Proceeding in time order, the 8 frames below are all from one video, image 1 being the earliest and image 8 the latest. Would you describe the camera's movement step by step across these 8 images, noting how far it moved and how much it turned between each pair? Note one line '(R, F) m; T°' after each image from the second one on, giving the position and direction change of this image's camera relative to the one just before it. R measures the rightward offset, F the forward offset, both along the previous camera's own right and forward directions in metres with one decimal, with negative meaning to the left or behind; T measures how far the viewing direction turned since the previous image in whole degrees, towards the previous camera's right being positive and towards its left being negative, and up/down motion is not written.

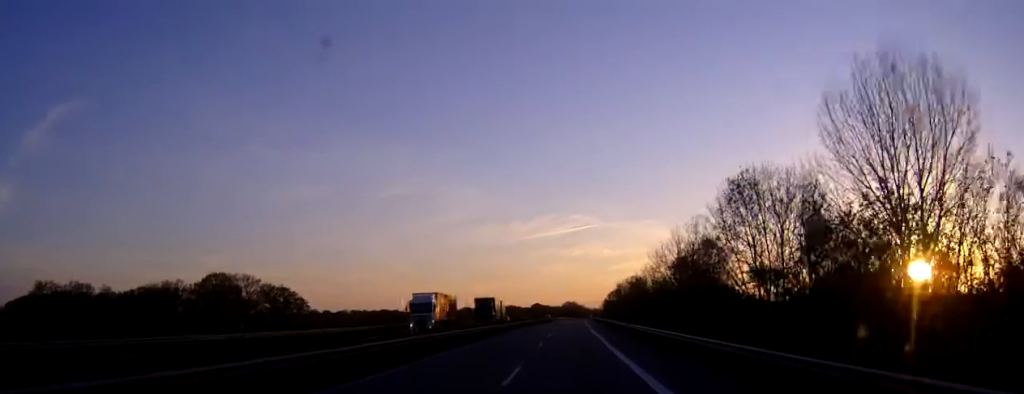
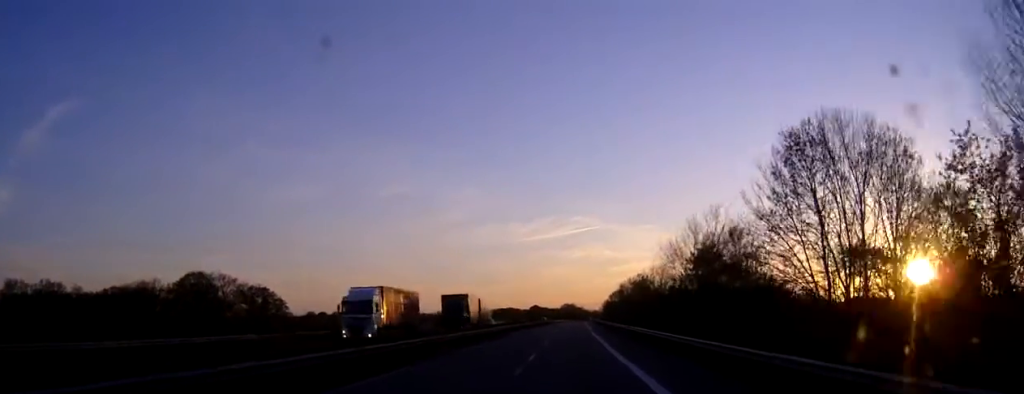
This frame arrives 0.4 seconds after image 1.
(0.0, +12.1) m; 0°
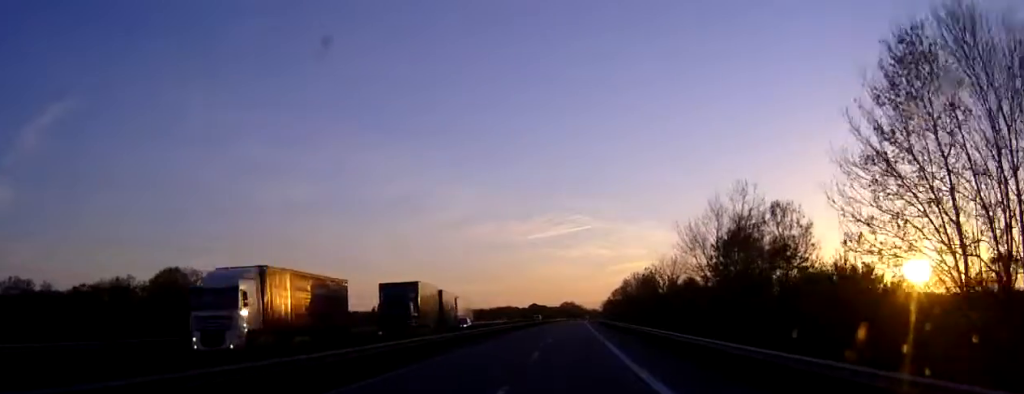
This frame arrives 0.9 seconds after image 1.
(0.0, +12.1) m; 0°
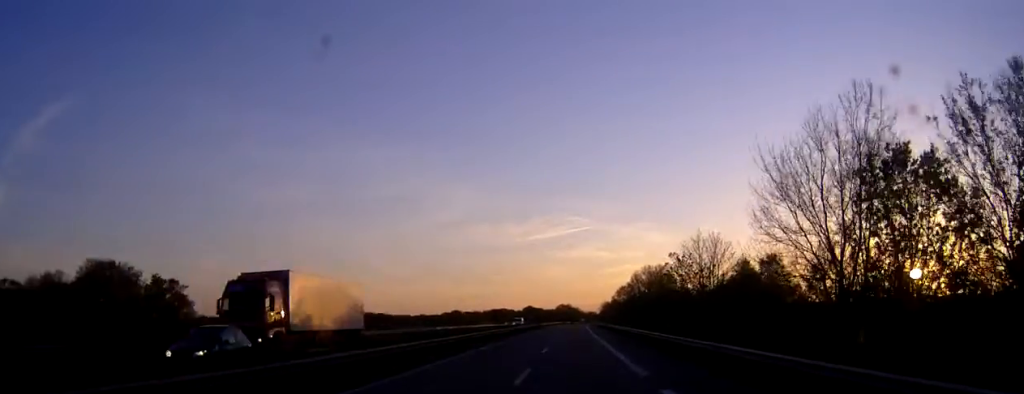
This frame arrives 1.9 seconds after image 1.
(+0.1, +27.9) m; 0°
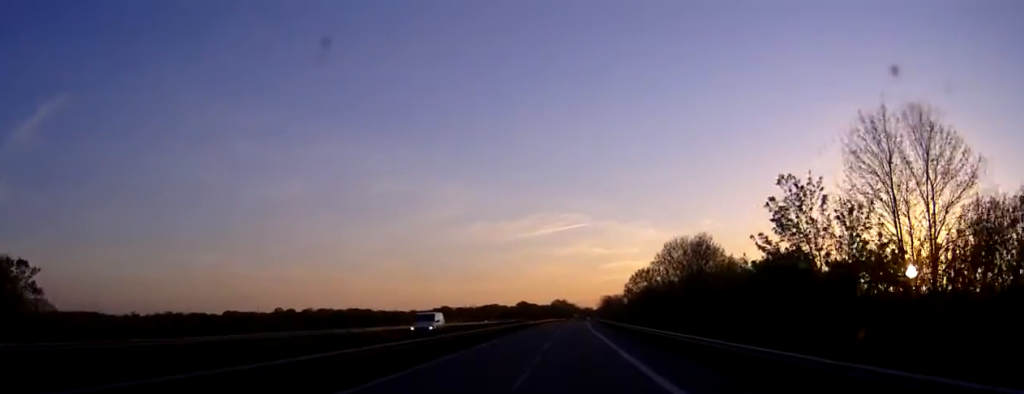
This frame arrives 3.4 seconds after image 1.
(+0.1, +41.9) m; 0°
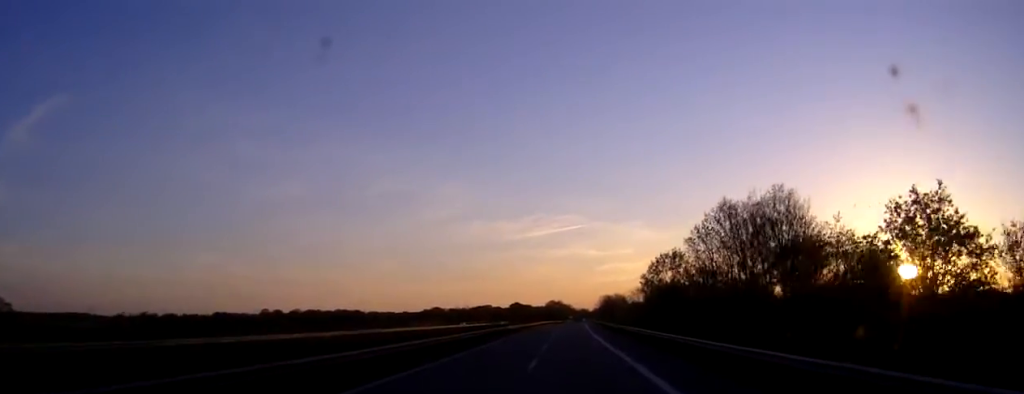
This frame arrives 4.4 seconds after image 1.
(+0.1, +28.9) m; 0°
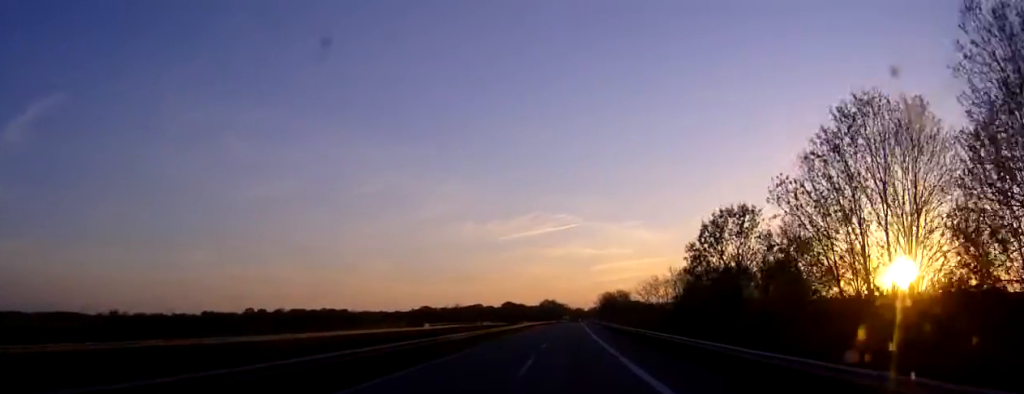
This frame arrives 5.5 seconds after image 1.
(+0.1, +31.7) m; 0°
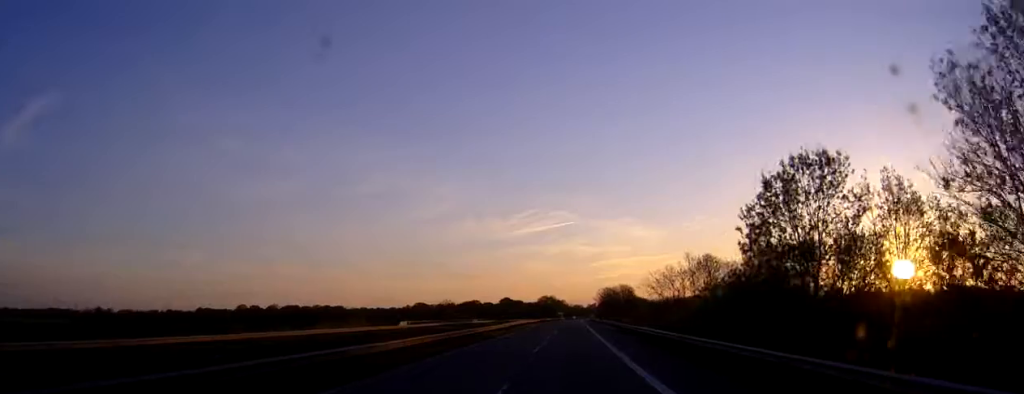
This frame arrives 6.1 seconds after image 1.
(0.0, +15.0) m; 0°
